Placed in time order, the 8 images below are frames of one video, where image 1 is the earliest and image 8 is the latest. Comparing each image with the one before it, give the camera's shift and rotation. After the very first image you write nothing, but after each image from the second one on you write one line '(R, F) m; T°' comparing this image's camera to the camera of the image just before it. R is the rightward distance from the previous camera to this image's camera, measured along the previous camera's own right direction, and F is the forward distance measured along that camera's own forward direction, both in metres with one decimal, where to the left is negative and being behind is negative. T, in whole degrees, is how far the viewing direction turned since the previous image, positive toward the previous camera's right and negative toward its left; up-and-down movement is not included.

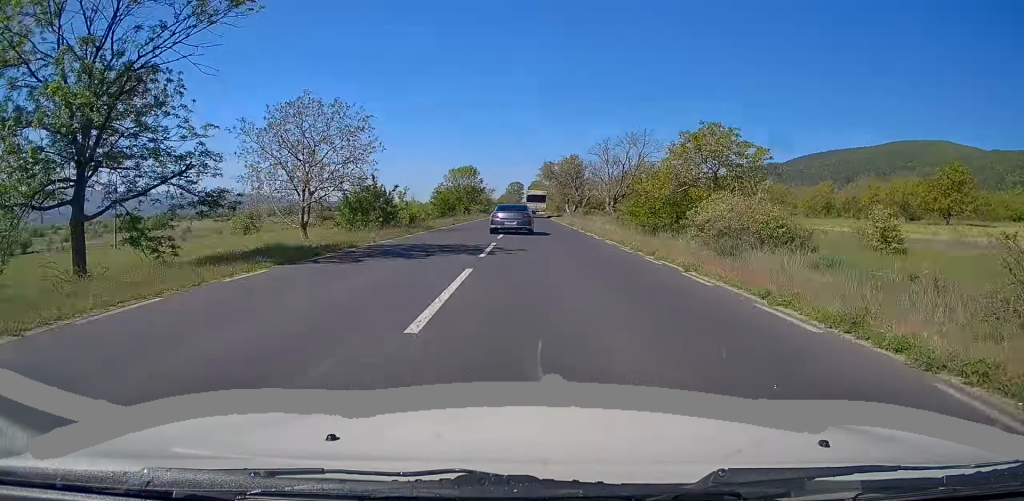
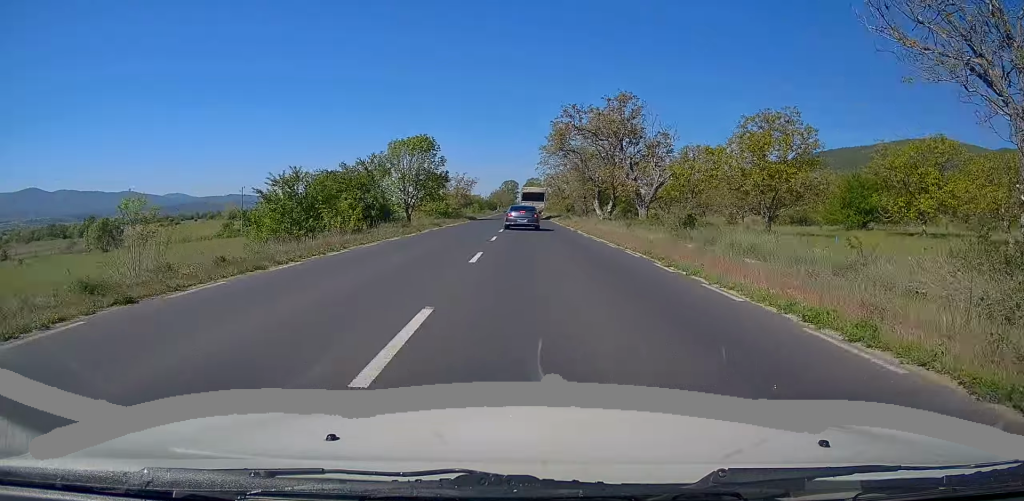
(0.0, +50.0) m; +1°
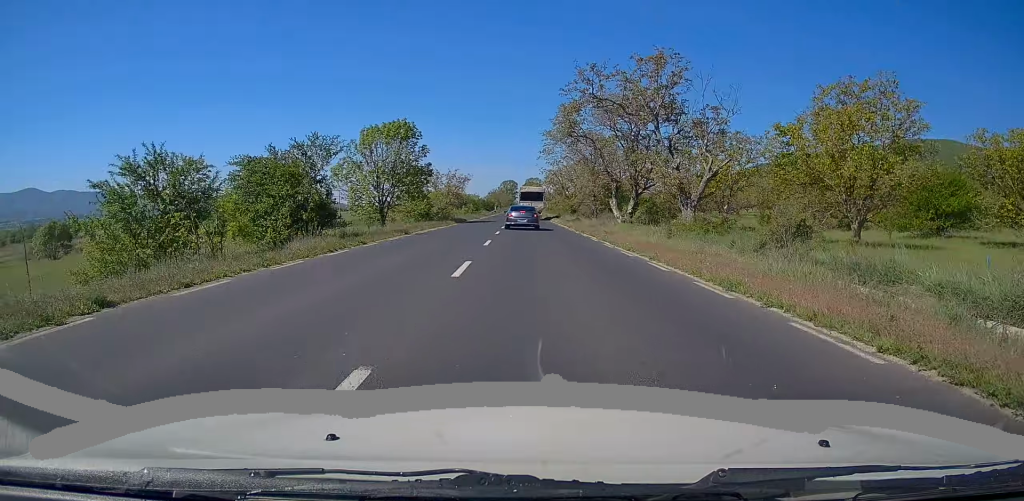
(+0.1, +12.0) m; 0°
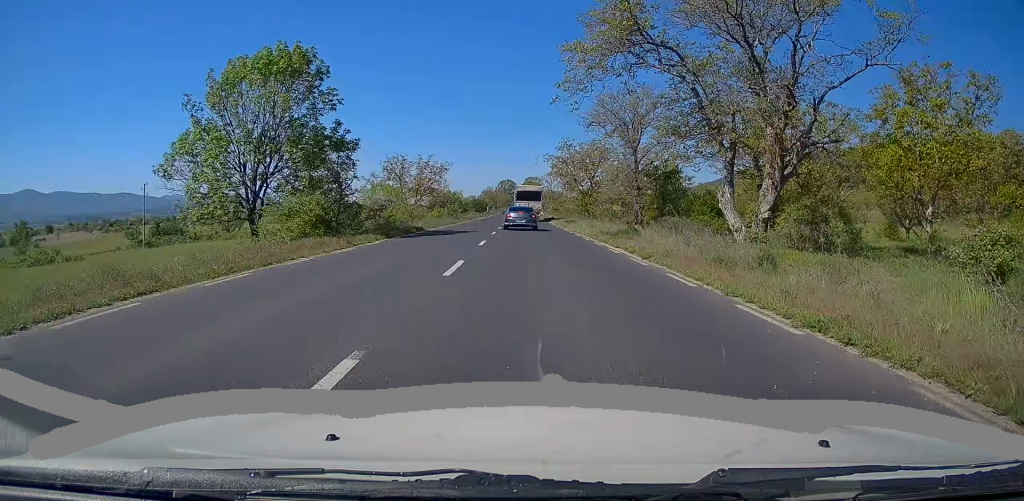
(0.0, +26.8) m; 0°
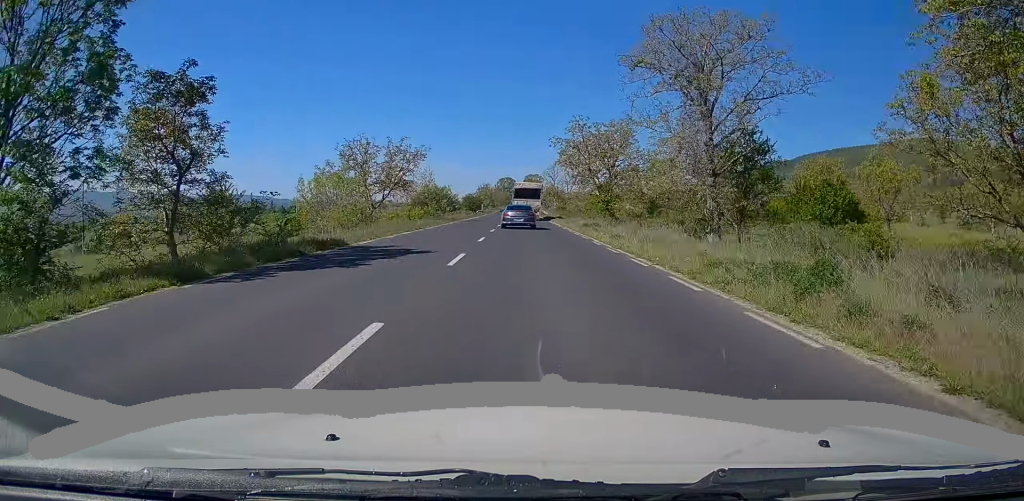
(-0.1, +16.4) m; 0°
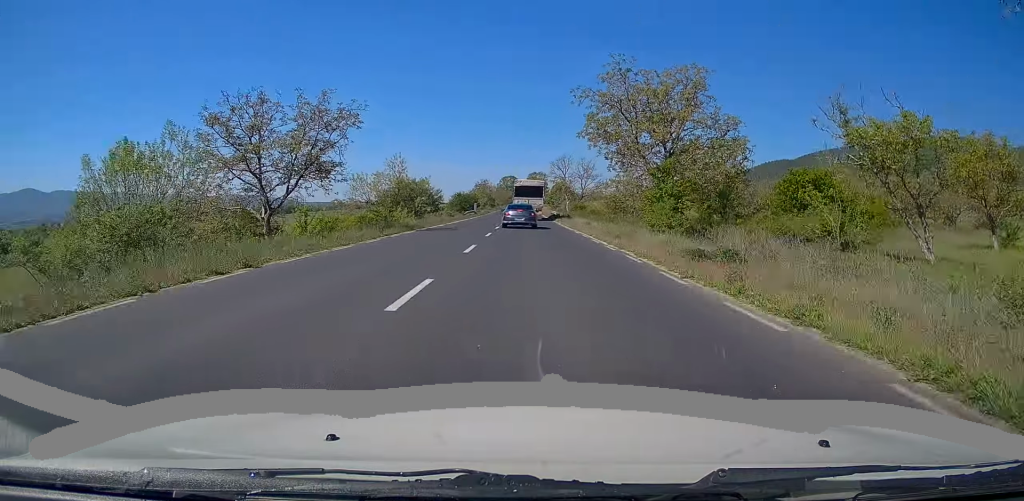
(+0.1, +22.9) m; 0°
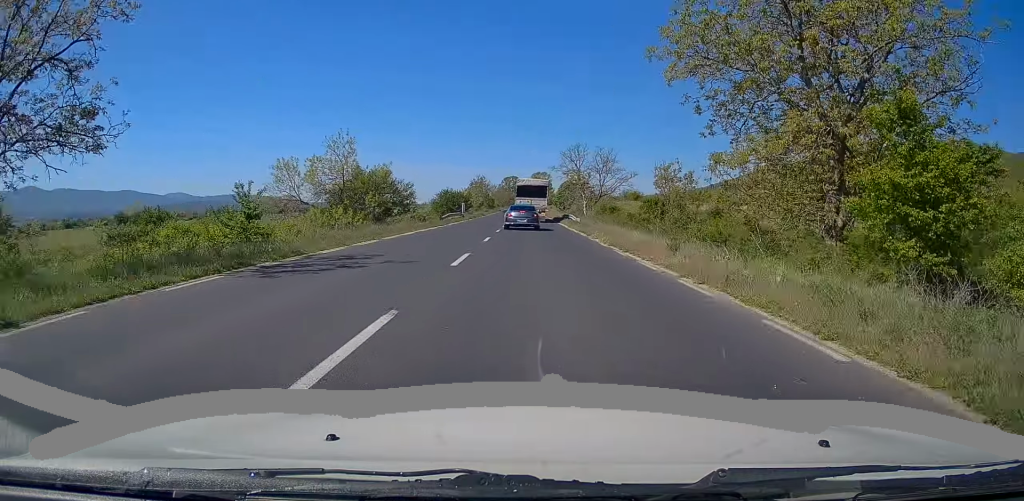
(+0.1, +20.9) m; 0°
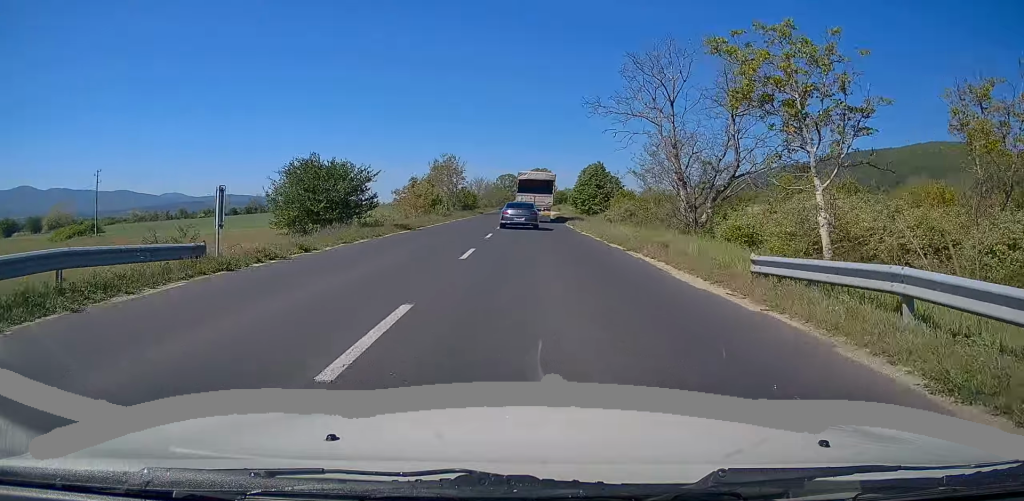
(+0.2, +52.6) m; 0°
